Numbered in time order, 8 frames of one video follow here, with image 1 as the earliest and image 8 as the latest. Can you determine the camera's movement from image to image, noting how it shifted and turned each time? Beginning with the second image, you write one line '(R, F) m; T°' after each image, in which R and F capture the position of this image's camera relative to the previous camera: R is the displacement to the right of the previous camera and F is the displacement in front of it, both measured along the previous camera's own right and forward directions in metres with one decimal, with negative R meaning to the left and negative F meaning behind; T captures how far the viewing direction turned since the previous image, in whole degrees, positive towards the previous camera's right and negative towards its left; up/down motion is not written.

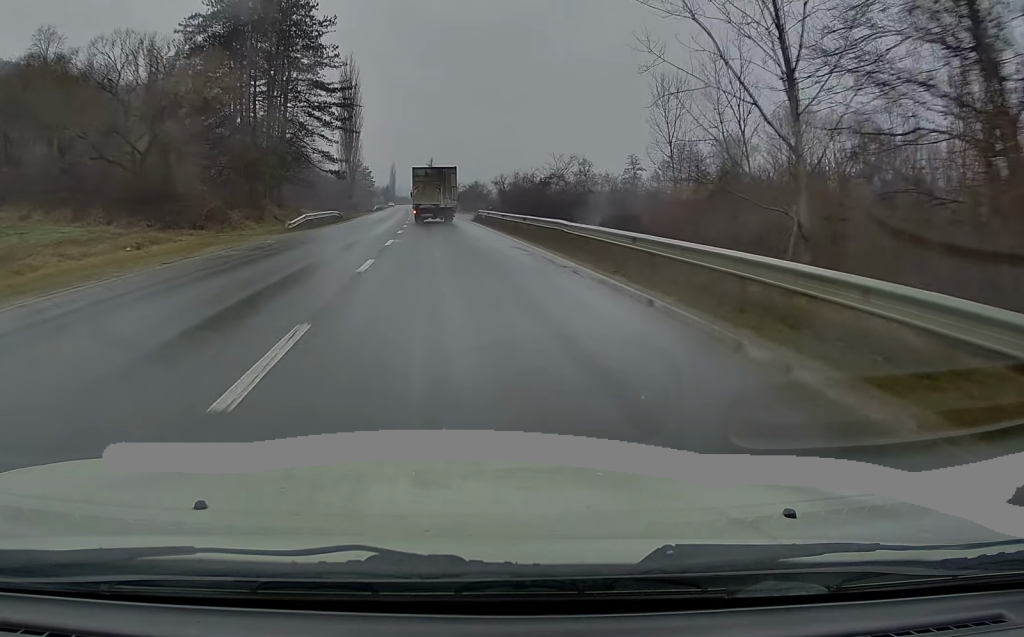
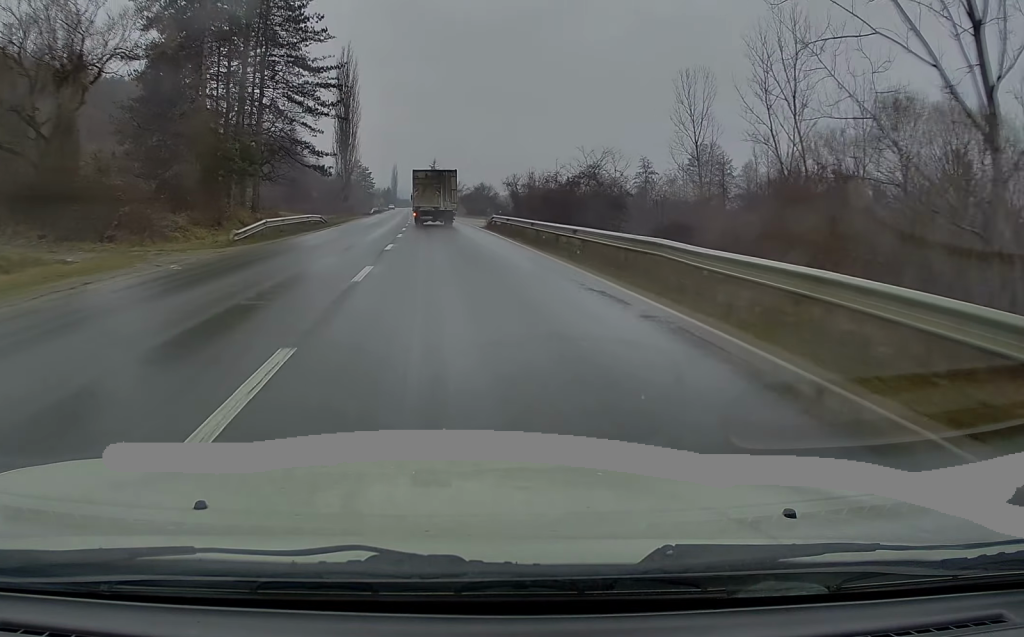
(+0.2, +10.0) m; 0°
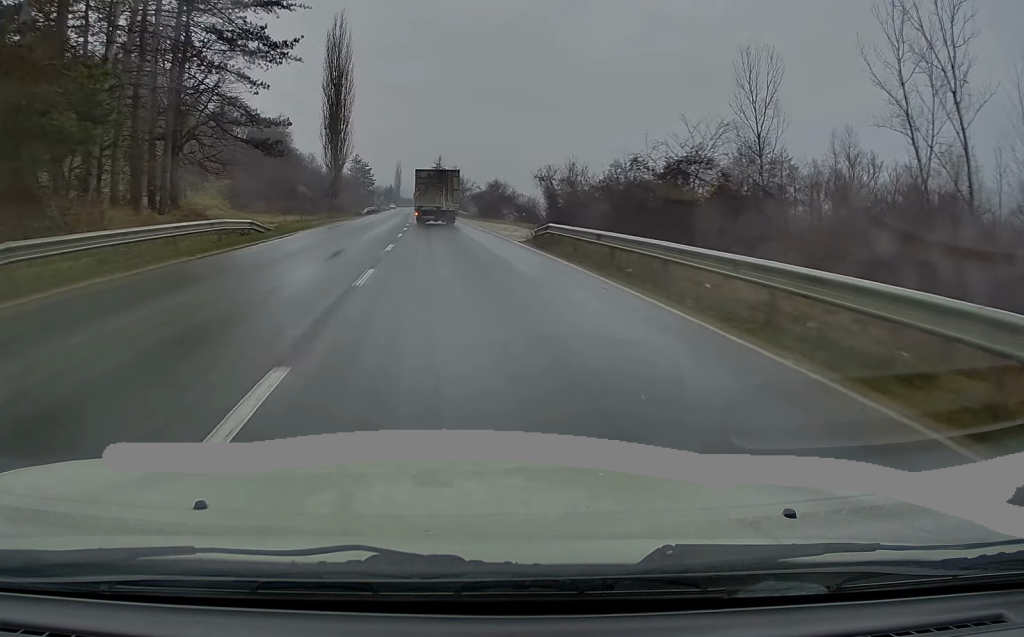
(+0.1, +18.7) m; 0°
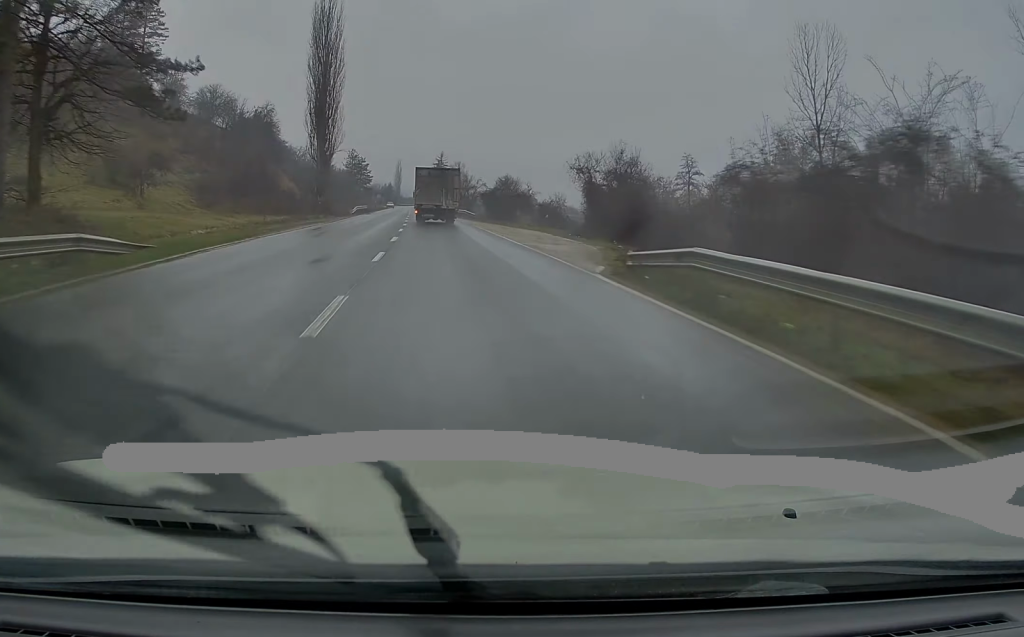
(-0.2, +13.6) m; -1°
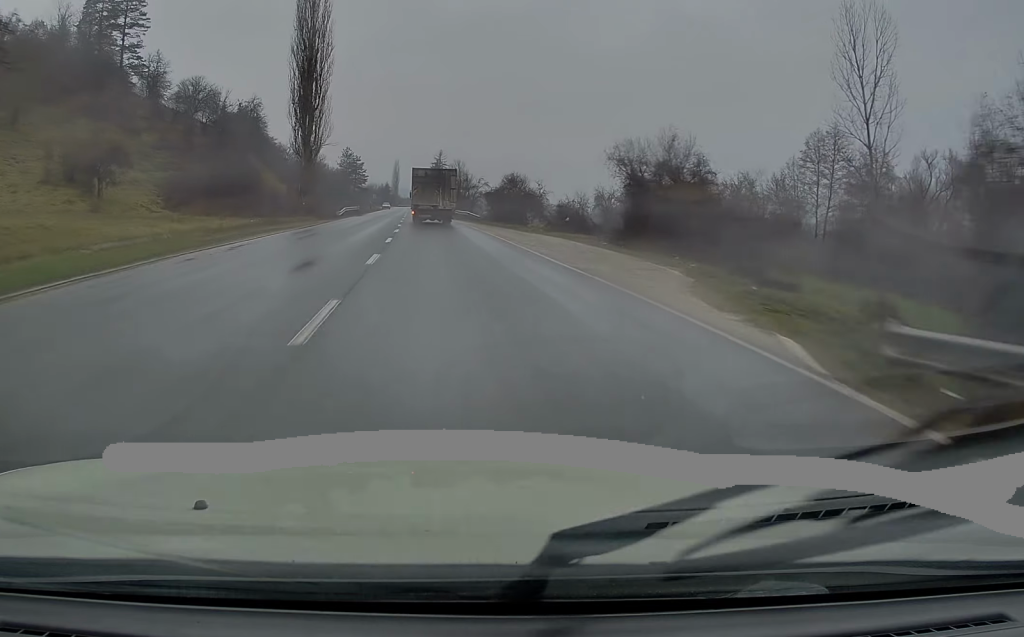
(0.0, +9.2) m; 0°
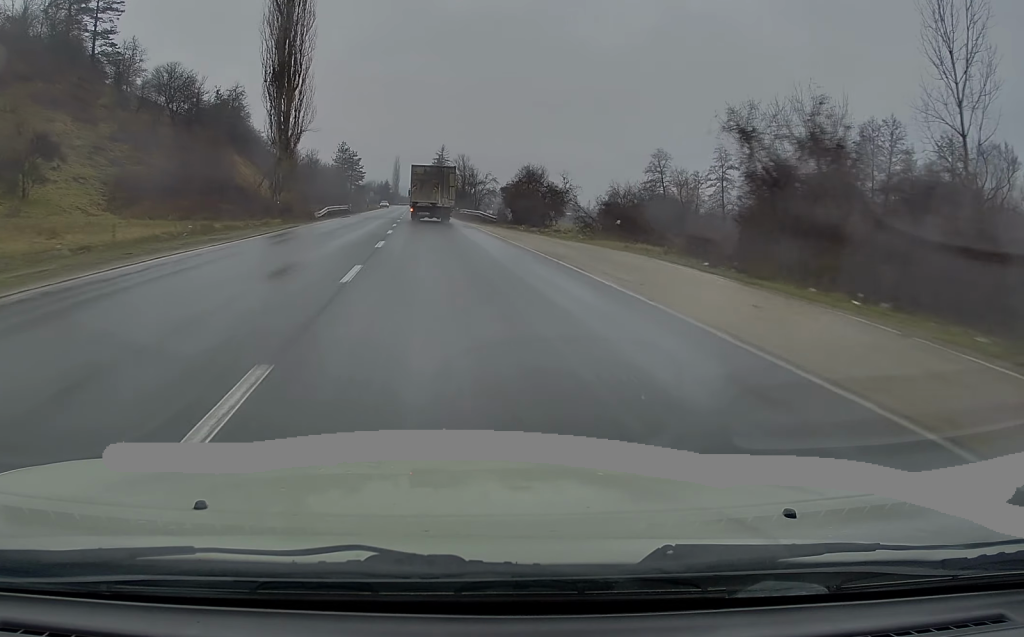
(0.0, +12.8) m; 0°
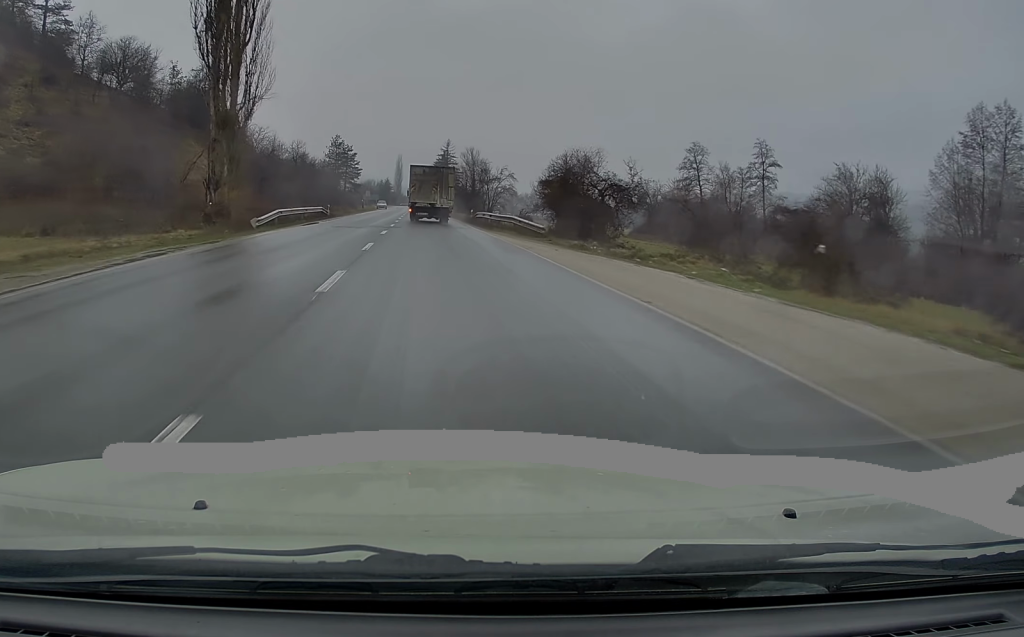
(0.0, +19.1) m; 0°
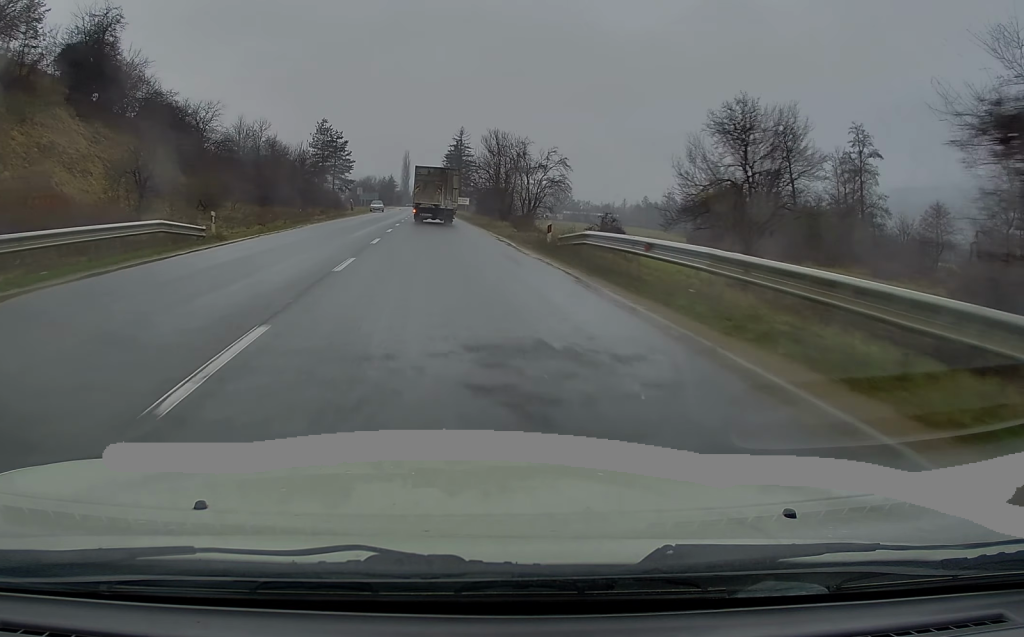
(-0.1, +32.9) m; -1°
